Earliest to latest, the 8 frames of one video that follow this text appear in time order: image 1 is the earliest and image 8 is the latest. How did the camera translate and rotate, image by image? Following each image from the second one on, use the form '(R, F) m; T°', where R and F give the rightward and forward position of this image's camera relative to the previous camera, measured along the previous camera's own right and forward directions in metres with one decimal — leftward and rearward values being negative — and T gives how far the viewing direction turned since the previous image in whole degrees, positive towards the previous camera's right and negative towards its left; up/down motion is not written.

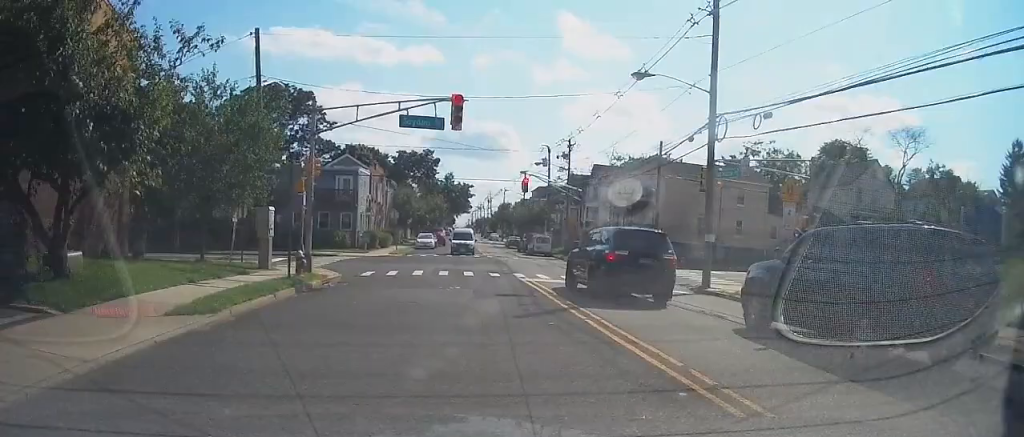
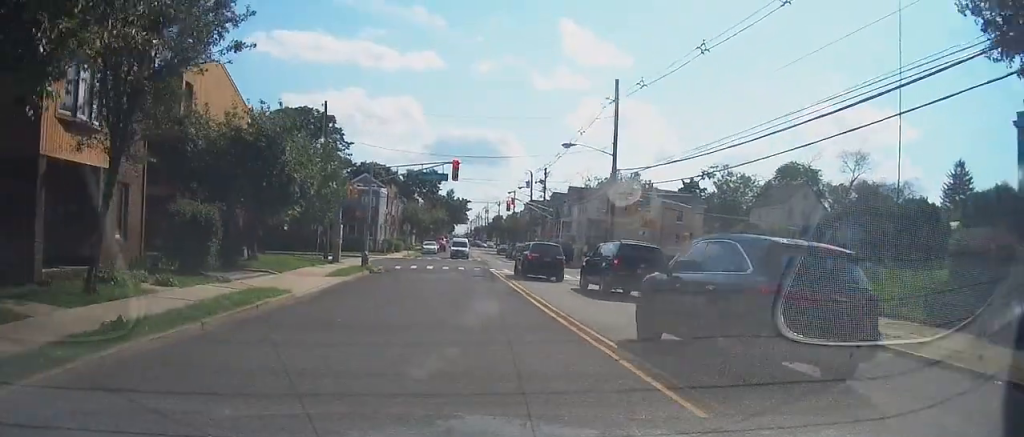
(-0.3, +14.0) m; -2°
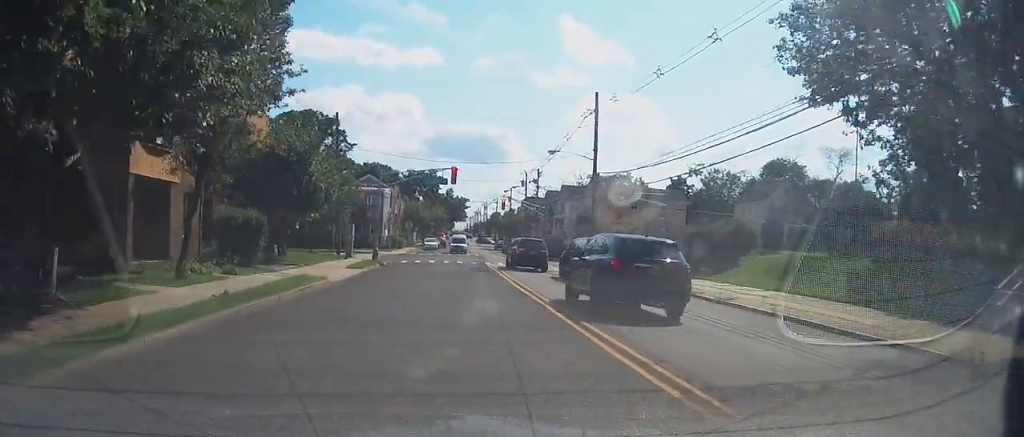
(0.0, +4.8) m; +1°
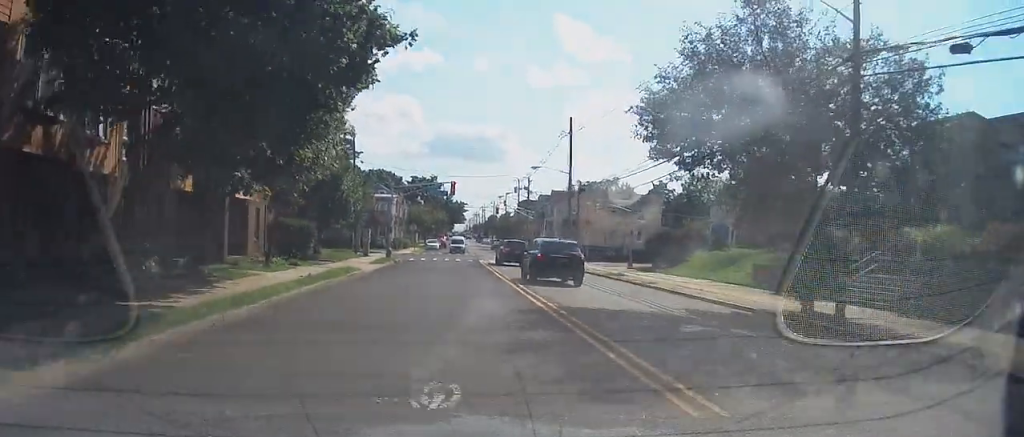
(0.0, +8.4) m; +1°
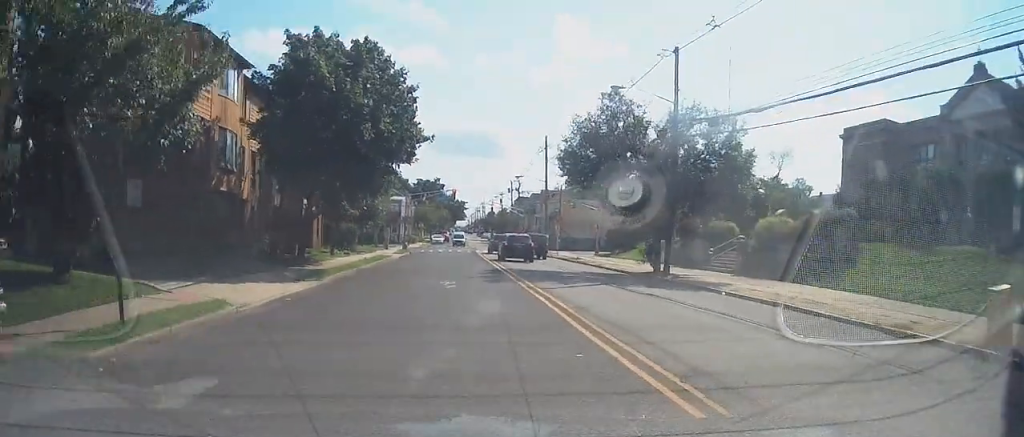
(+0.1, +13.4) m; -2°
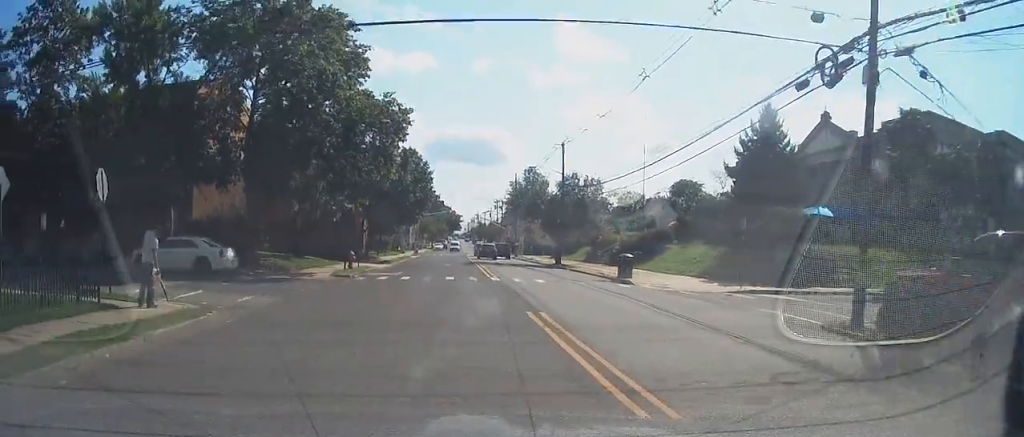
(-0.2, +26.1) m; +2°
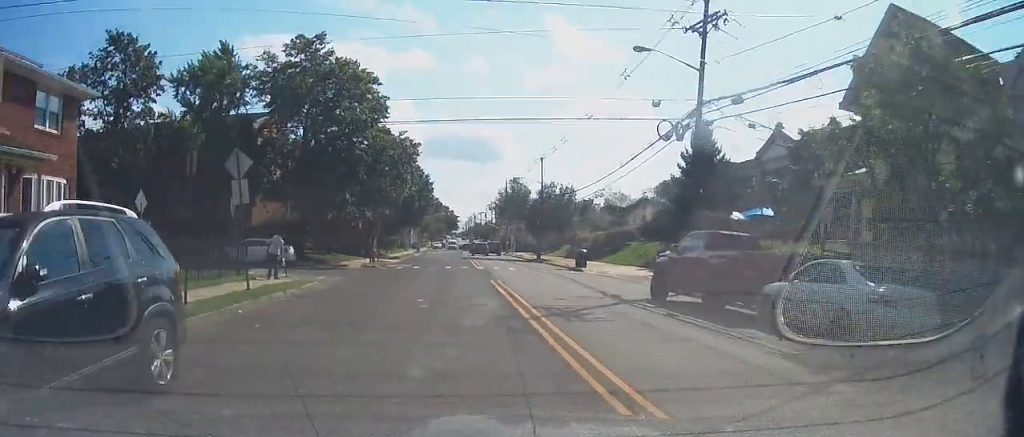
(+0.1, +10.5) m; 0°
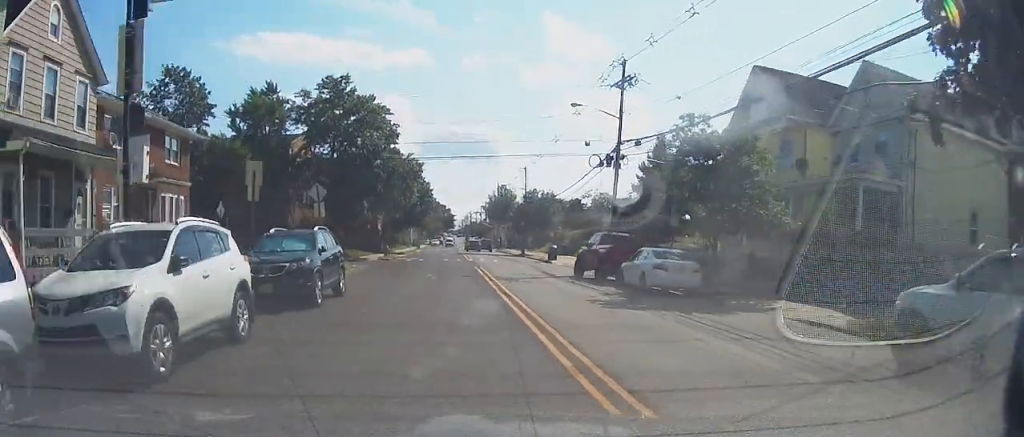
(-0.2, +10.6) m; -1°
